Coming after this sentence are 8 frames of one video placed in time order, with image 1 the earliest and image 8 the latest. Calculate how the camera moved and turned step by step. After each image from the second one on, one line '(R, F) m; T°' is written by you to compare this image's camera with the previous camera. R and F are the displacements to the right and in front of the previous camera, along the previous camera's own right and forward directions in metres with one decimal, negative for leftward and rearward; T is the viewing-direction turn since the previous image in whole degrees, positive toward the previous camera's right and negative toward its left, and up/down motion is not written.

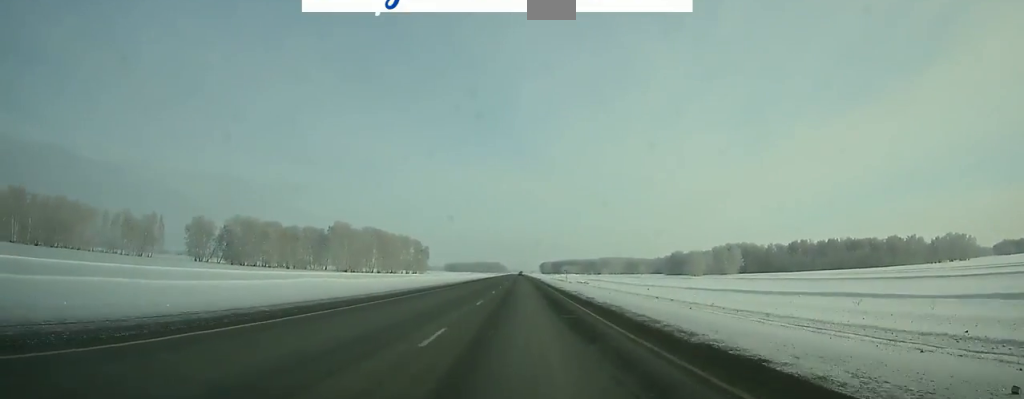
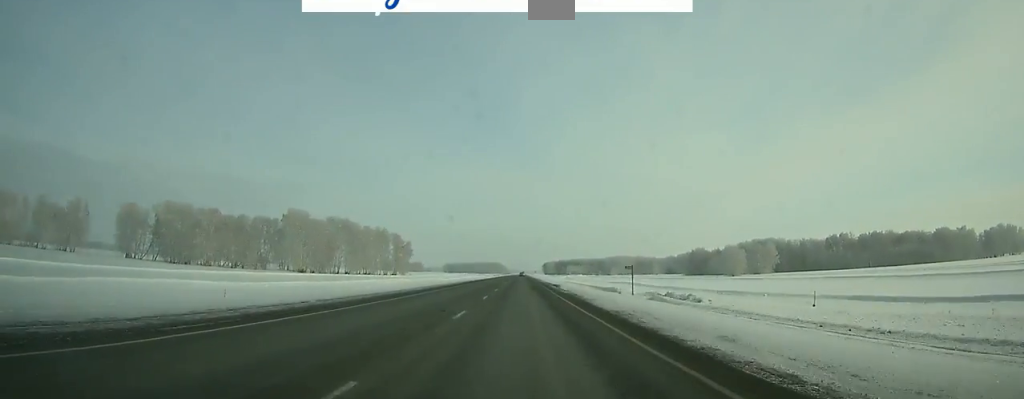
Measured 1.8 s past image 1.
(0.0, +52.8) m; 0°
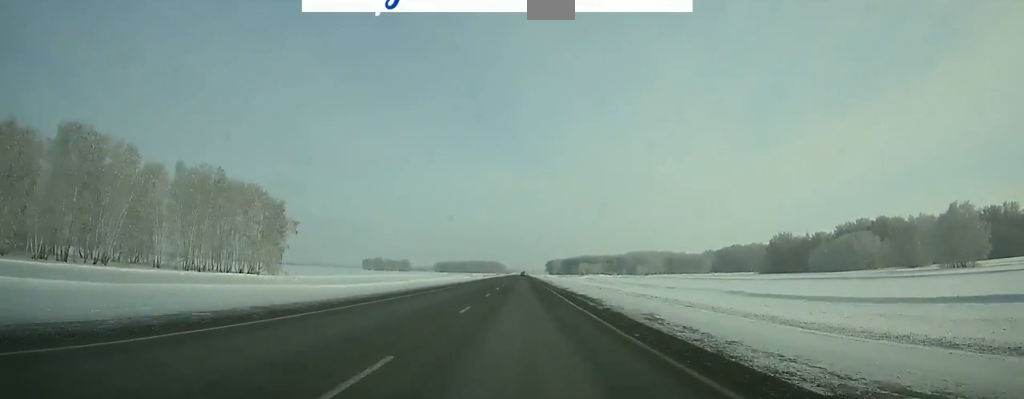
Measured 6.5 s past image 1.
(+0.1, +133.5) m; 0°
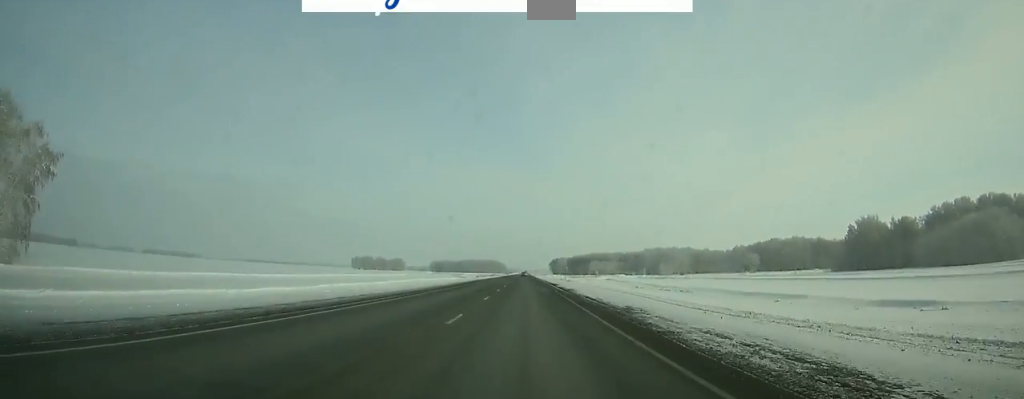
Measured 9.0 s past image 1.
(-0.1, +68.2) m; 0°
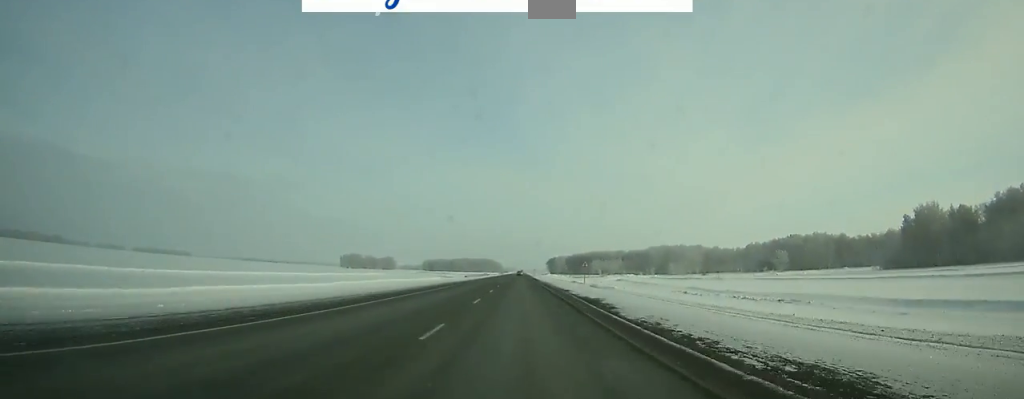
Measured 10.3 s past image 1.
(0.0, +36.4) m; 0°
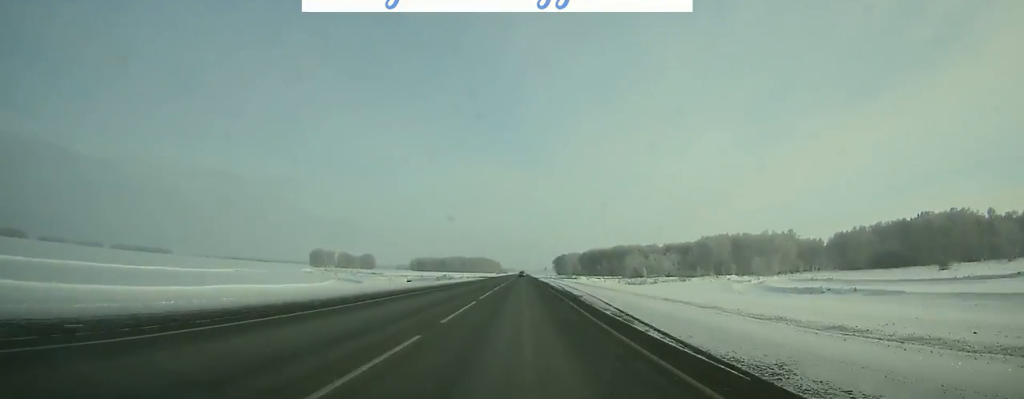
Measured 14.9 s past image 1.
(-0.2, +135.6) m; 0°
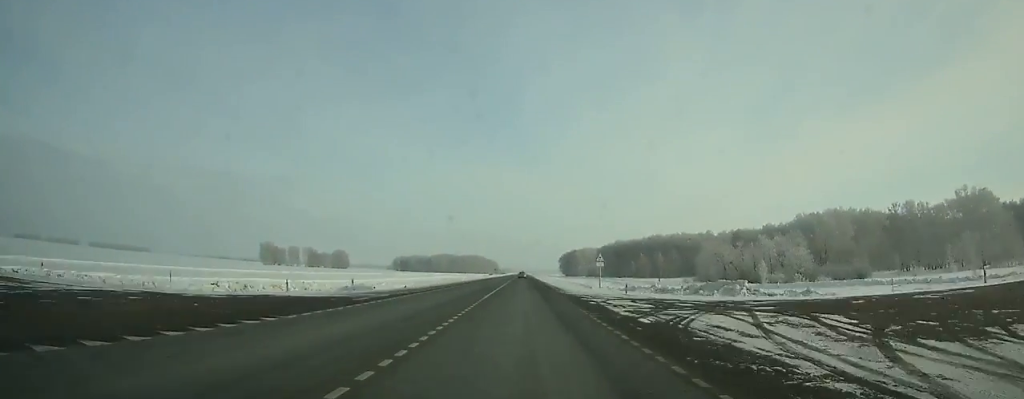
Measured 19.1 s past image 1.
(+0.2, +131.0) m; 0°
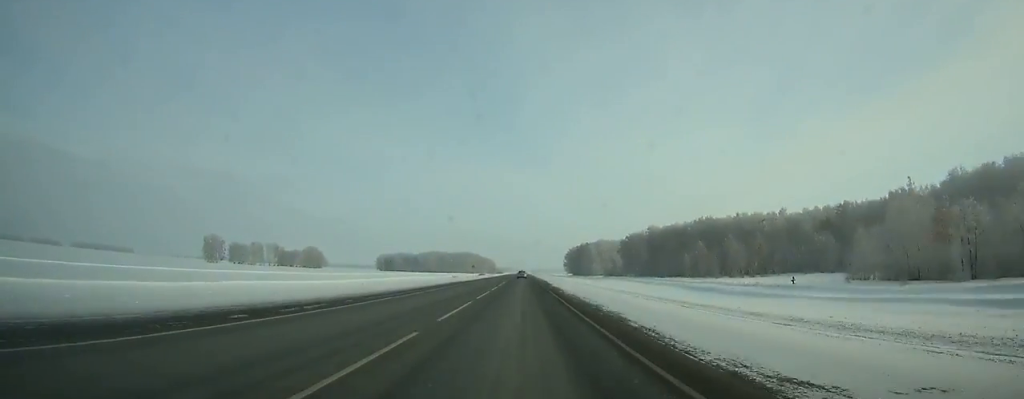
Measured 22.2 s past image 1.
(+0.1, +95.9) m; 0°
